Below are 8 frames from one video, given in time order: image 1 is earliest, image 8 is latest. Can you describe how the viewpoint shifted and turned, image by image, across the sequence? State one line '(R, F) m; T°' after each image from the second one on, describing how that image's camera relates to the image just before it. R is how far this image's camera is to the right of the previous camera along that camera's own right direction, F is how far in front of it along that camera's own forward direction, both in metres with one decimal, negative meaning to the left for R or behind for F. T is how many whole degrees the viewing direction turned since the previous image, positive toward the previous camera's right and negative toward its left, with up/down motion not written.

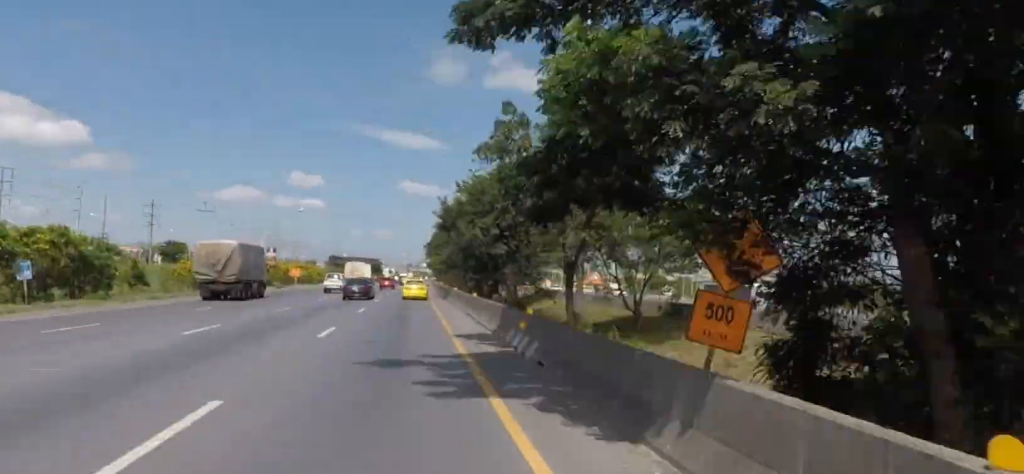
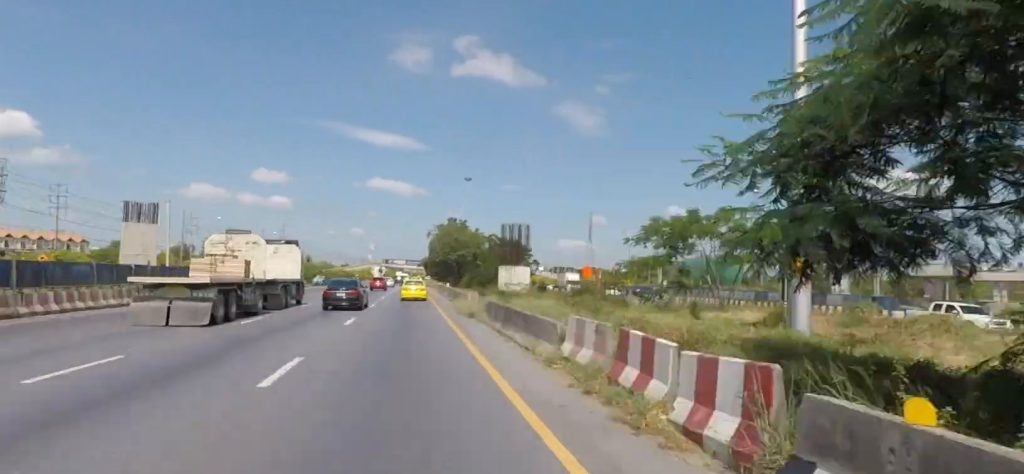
(+3.8, +216.6) m; +2°
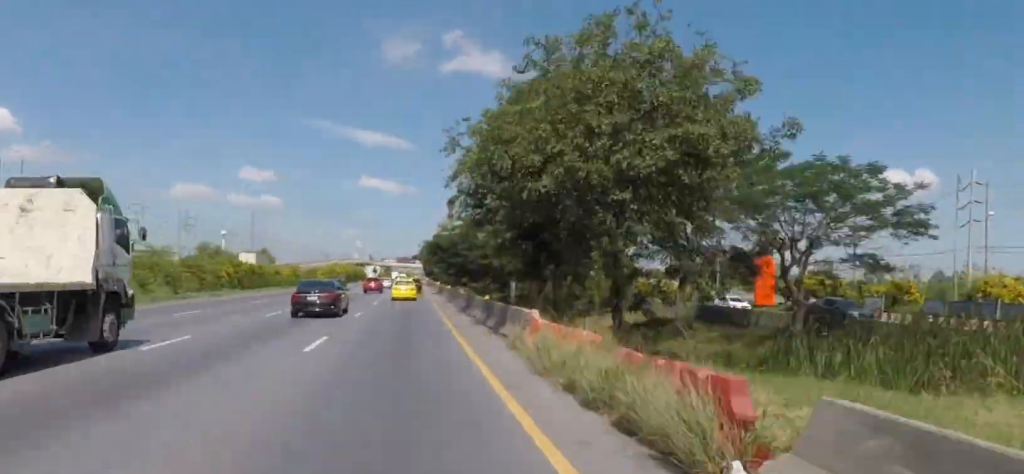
(+0.4, +79.8) m; +1°
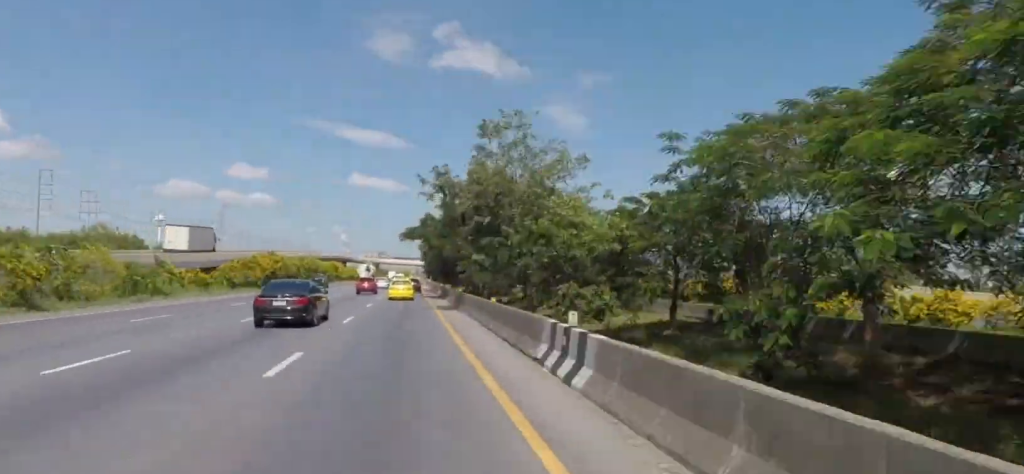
(+0.2, +63.7) m; +1°
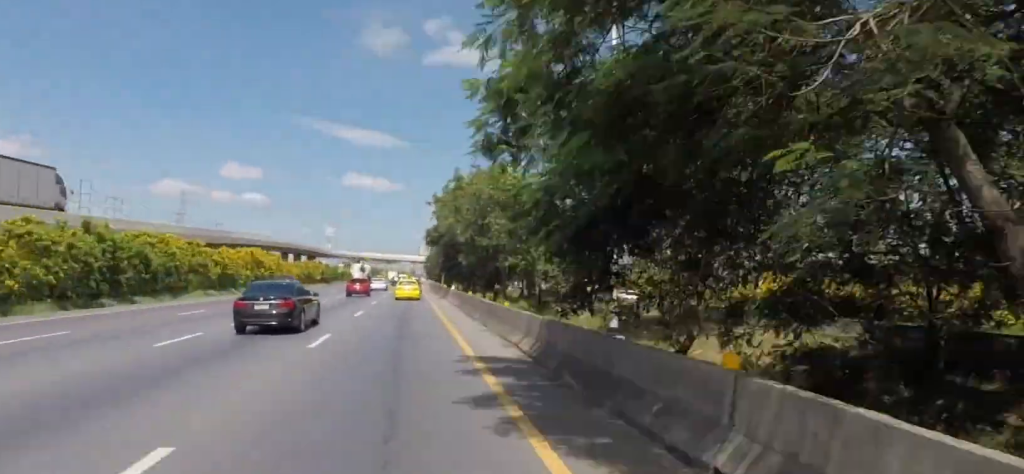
(+1.1, +68.8) m; +1°
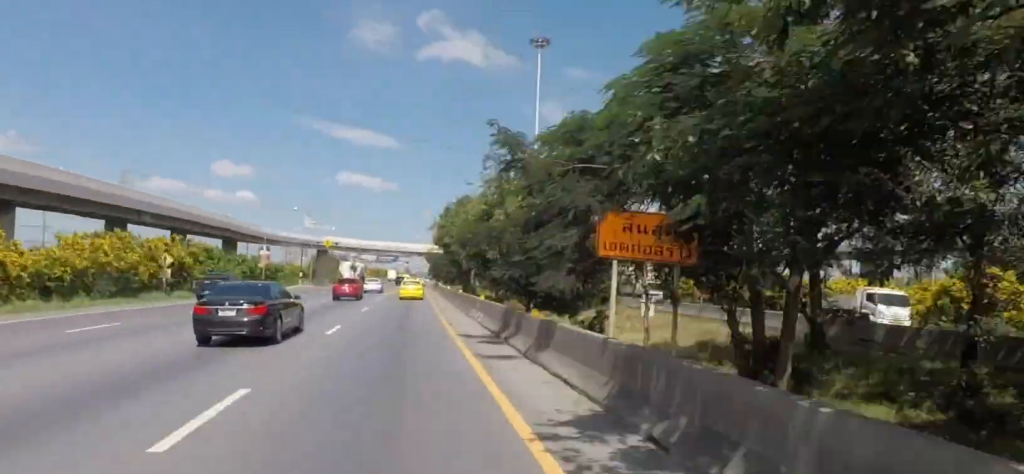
(+0.3, +69.3) m; 0°
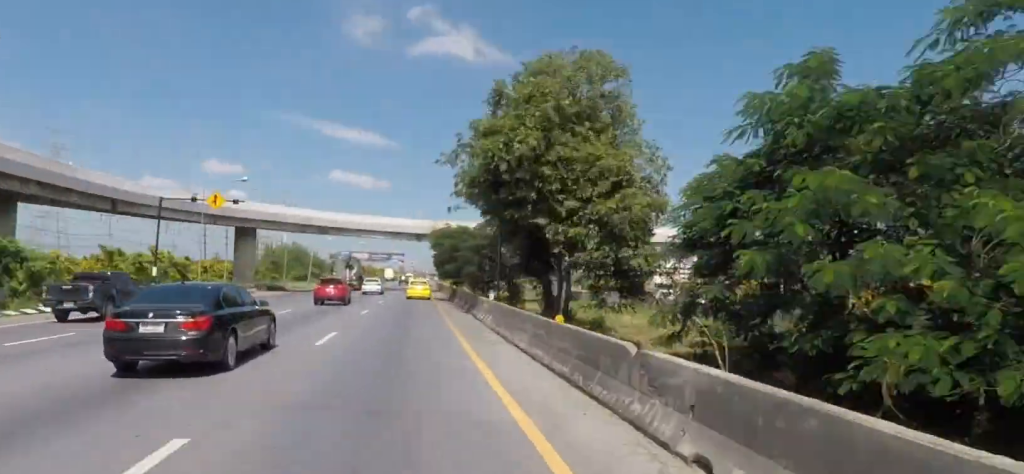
(0.0, +52.3) m; 0°
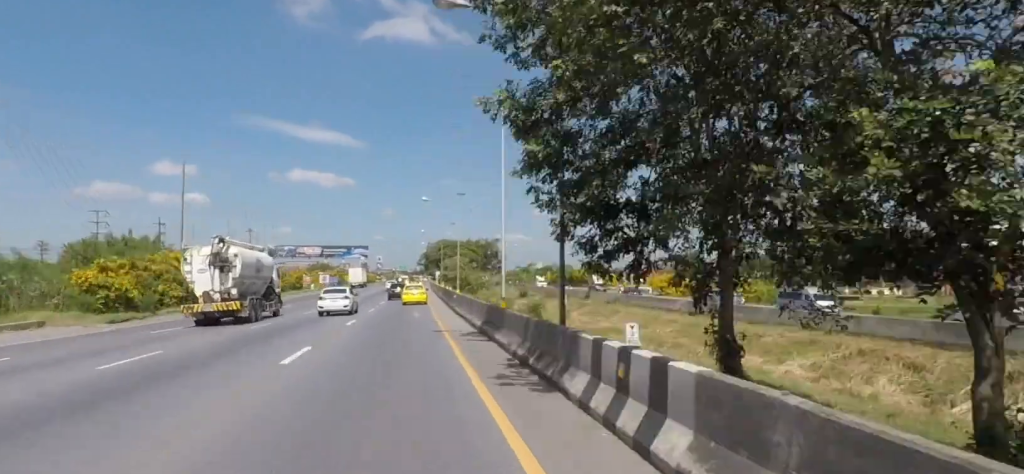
(+3.7, +216.6) m; +3°
